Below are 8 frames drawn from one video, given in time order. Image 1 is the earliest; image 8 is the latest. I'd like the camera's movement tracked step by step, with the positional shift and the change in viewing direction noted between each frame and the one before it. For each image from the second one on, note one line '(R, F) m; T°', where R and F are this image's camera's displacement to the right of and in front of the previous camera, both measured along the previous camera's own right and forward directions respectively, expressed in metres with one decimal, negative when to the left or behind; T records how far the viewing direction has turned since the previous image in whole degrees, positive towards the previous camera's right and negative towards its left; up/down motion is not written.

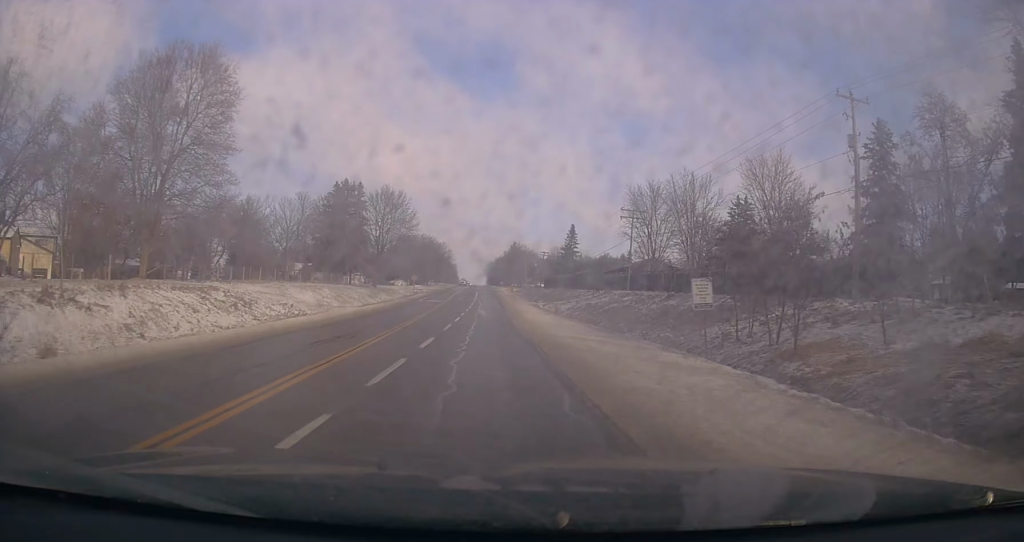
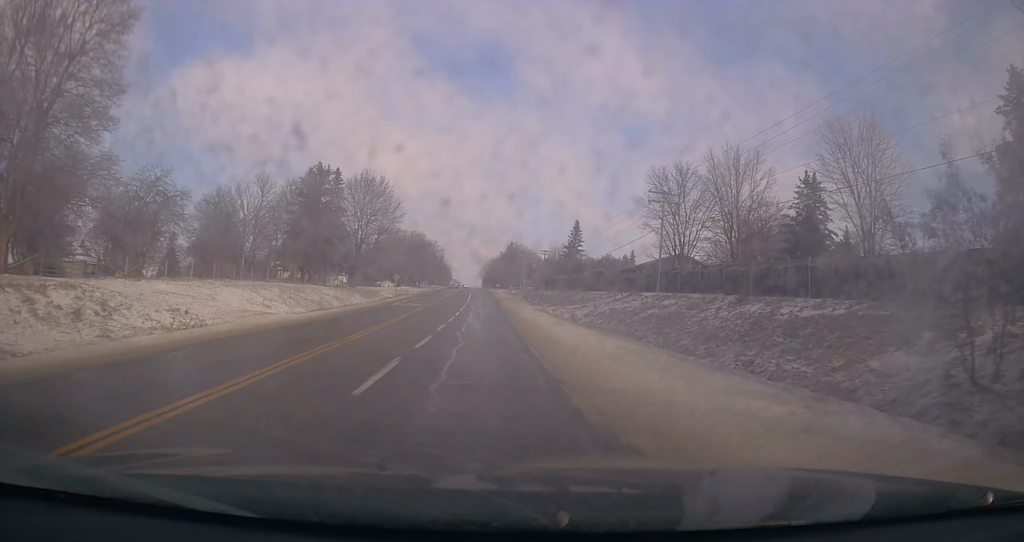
(-0.3, +13.6) m; 0°
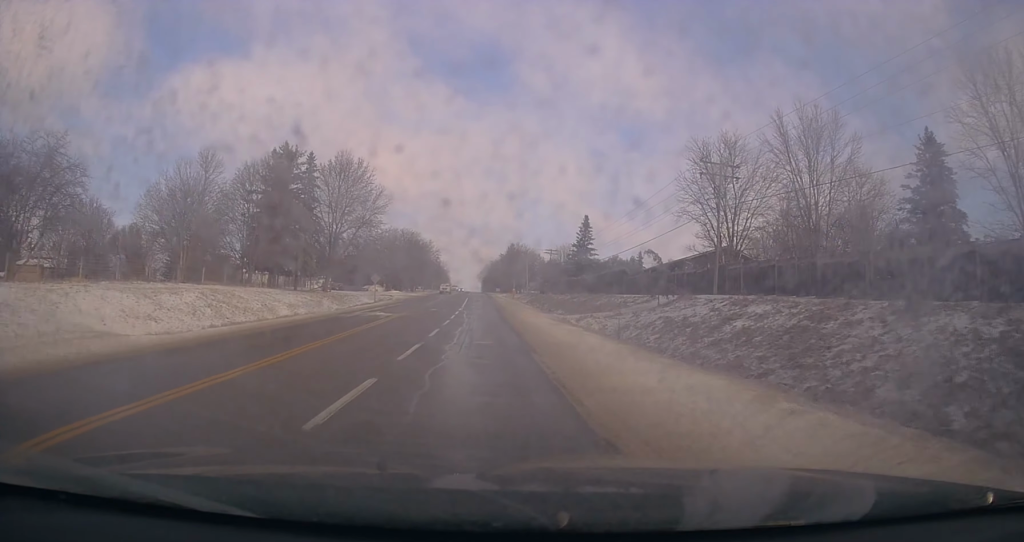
(+0.2, +14.1) m; +1°
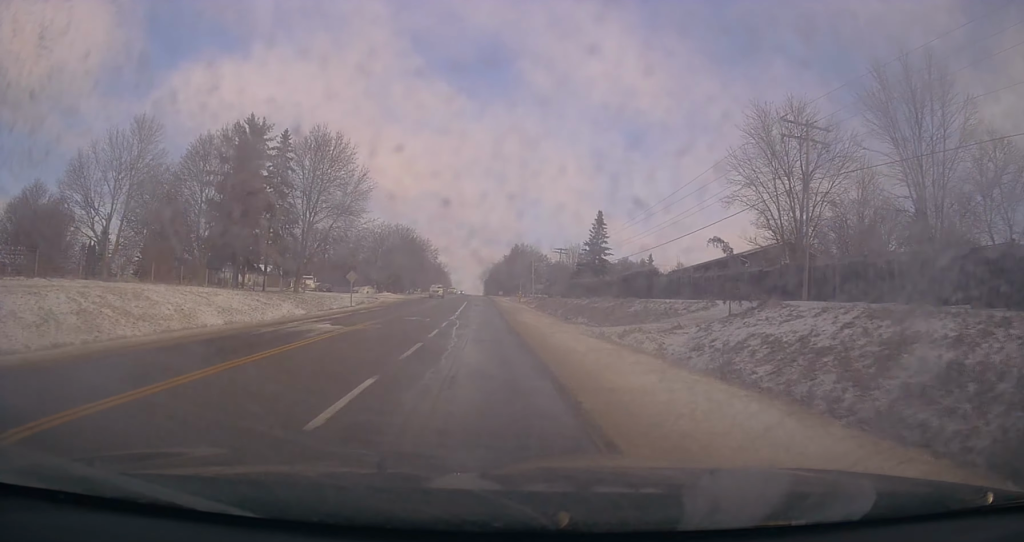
(+0.1, +11.9) m; 0°
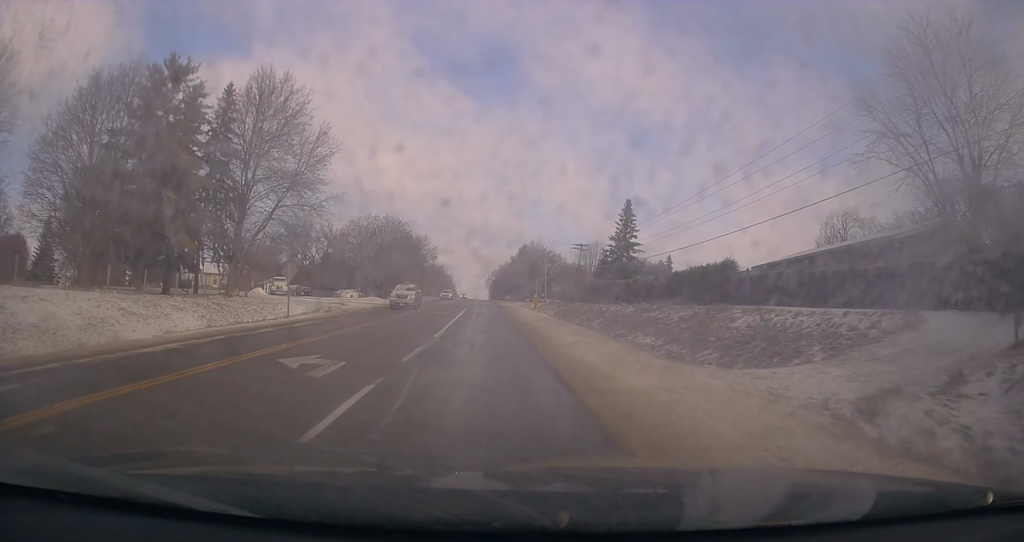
(0.0, +17.2) m; -1°
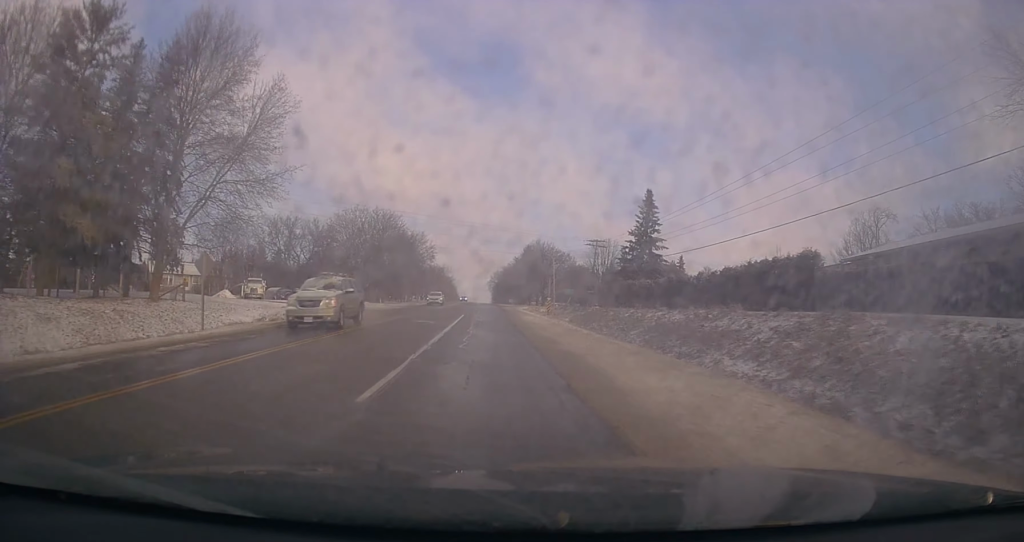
(-0.2, +10.9) m; -1°
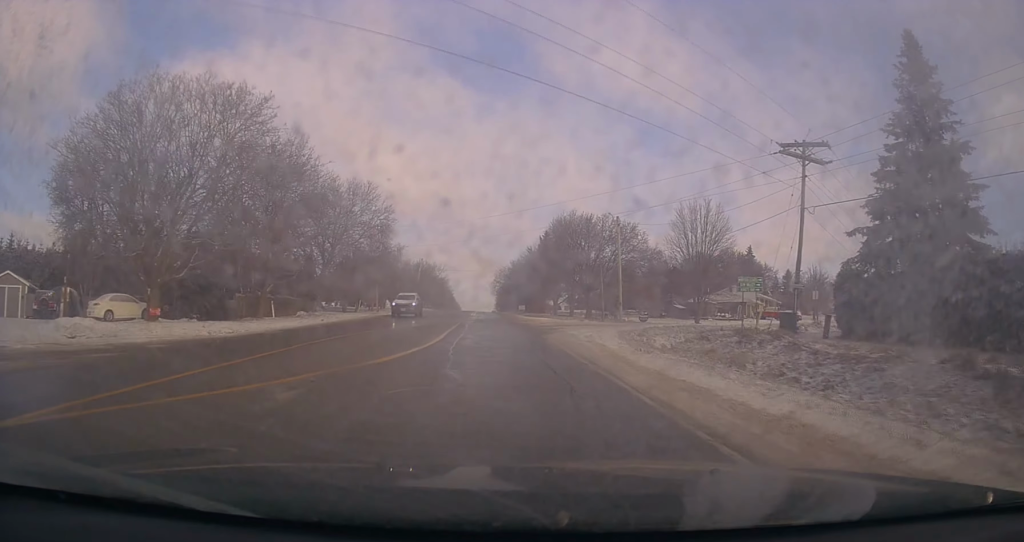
(+0.2, +53.6) m; +1°
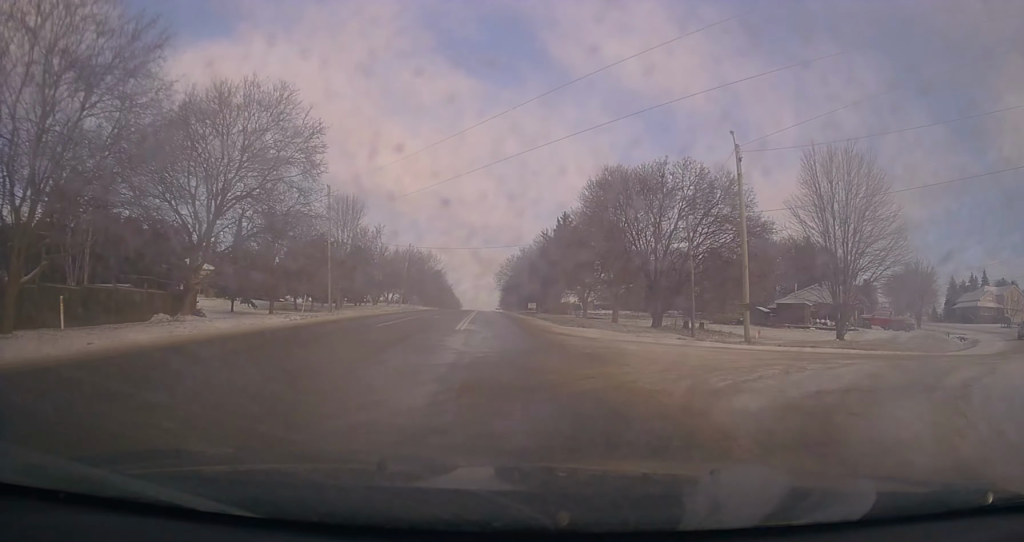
(+0.2, +27.6) m; 0°
